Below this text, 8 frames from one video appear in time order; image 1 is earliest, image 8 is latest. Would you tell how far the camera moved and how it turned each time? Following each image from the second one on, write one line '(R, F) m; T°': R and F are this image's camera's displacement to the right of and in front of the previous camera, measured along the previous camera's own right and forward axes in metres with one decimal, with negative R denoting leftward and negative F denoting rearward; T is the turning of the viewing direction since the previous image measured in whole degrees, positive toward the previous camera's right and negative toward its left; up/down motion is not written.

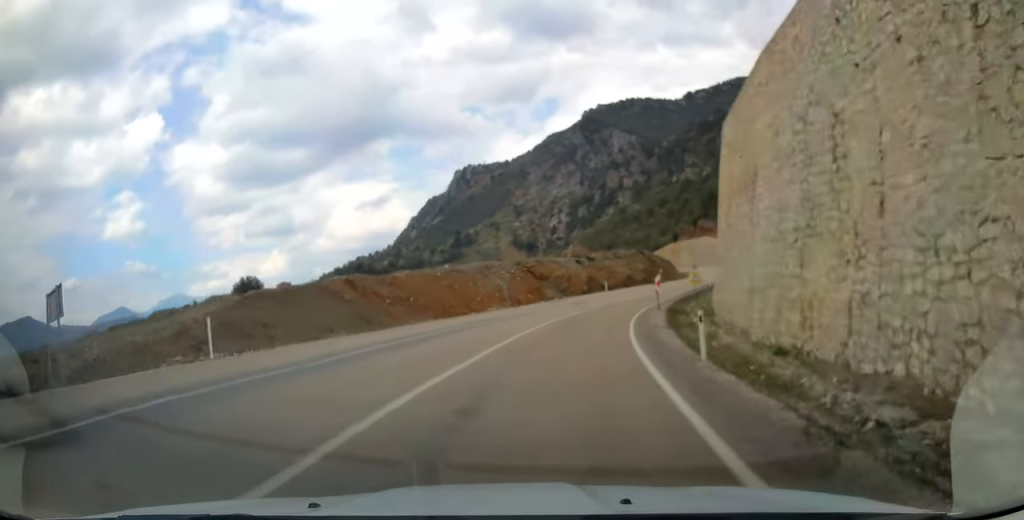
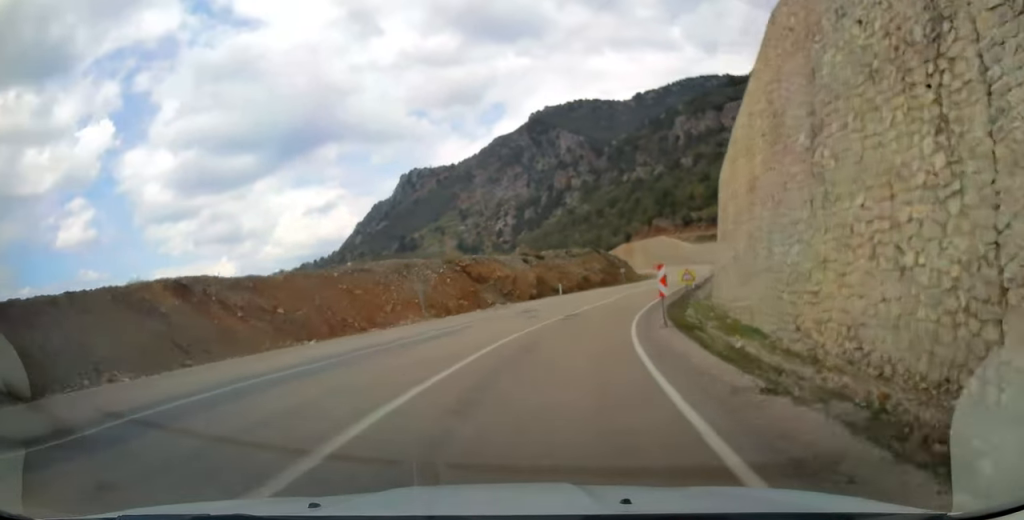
(+0.4, +13.2) m; +5°
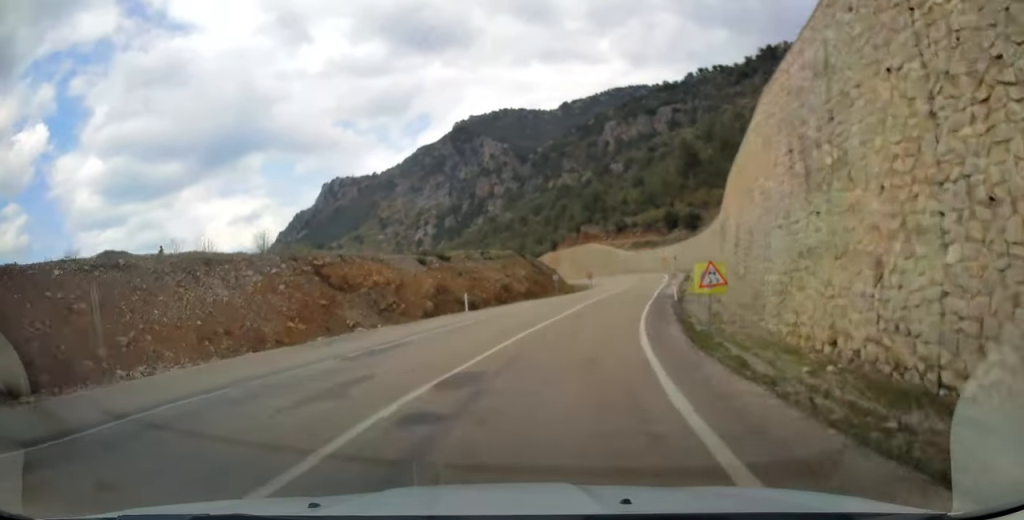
(+1.1, +18.2) m; +6°
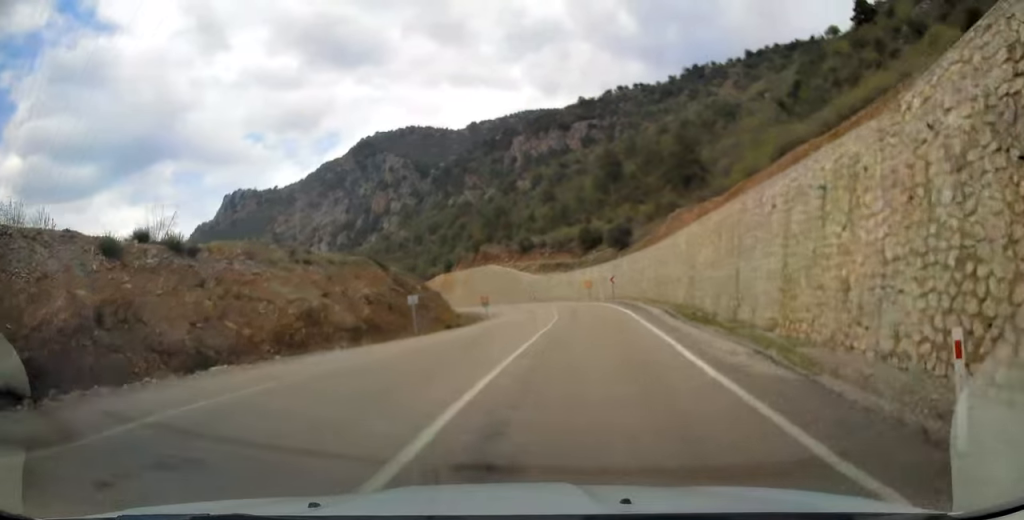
(+1.9, +26.8) m; +7°
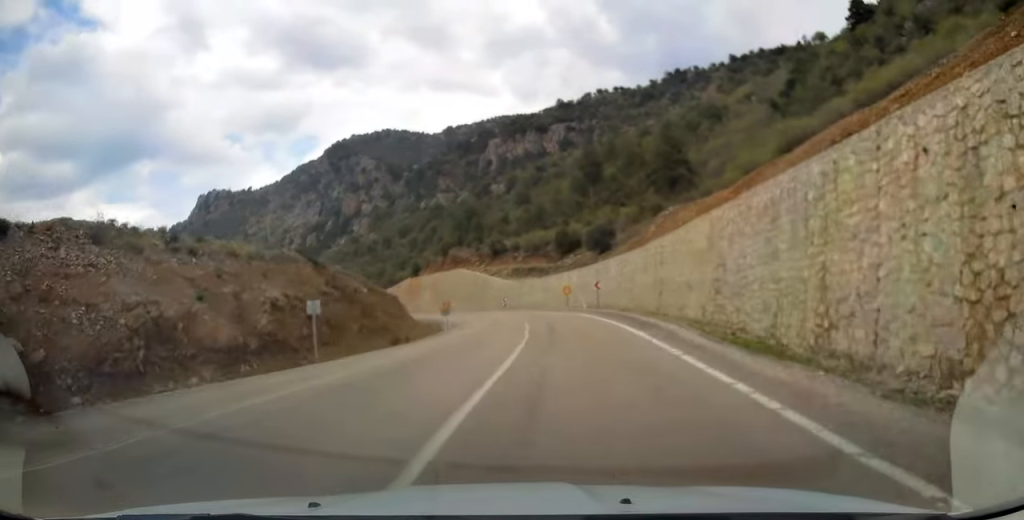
(+0.4, +9.7) m; +1°
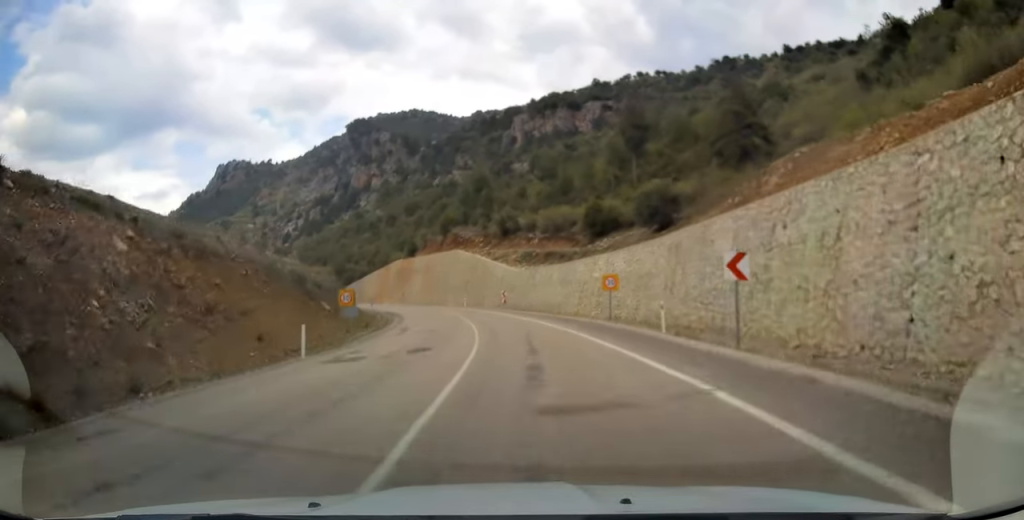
(-0.1, +31.6) m; -2°
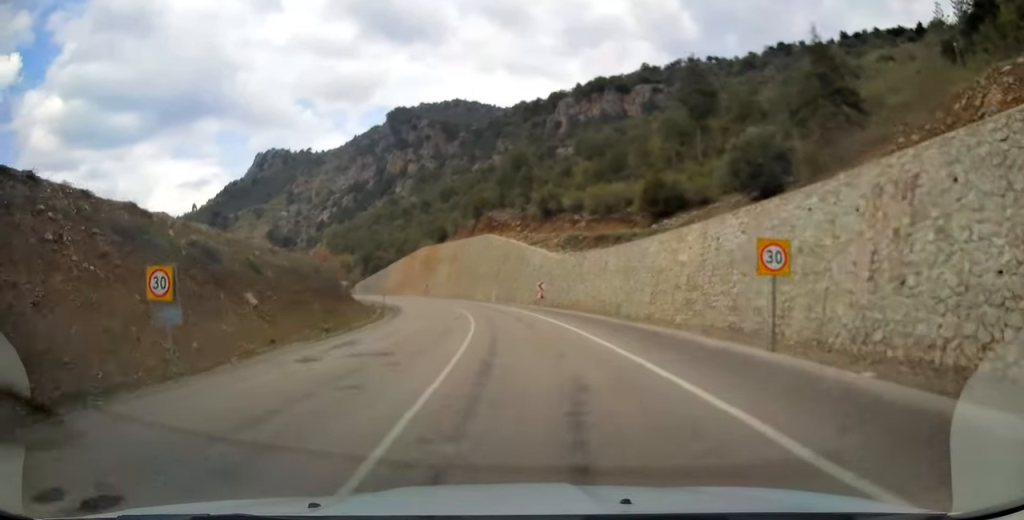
(-0.2, +16.4) m; -3°
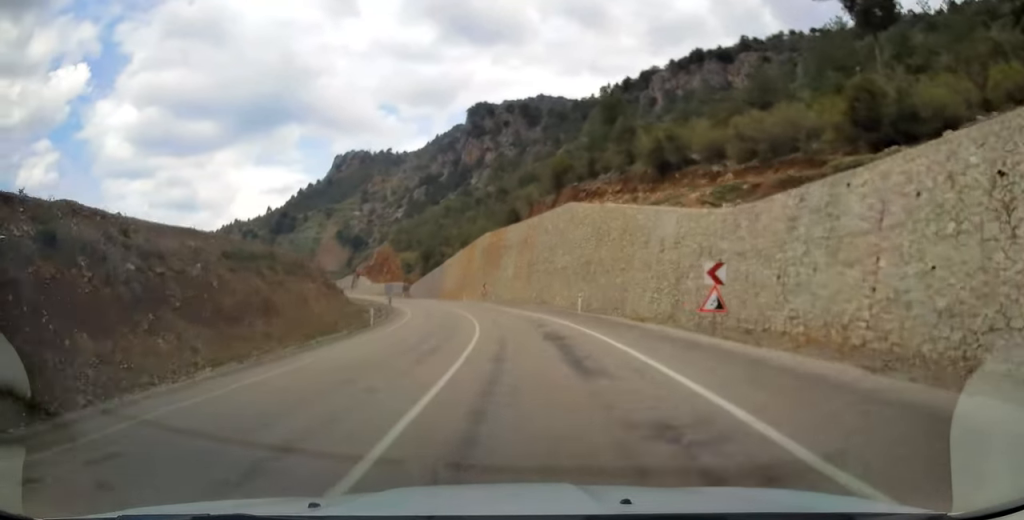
(-2.2, +32.4) m; -7°
